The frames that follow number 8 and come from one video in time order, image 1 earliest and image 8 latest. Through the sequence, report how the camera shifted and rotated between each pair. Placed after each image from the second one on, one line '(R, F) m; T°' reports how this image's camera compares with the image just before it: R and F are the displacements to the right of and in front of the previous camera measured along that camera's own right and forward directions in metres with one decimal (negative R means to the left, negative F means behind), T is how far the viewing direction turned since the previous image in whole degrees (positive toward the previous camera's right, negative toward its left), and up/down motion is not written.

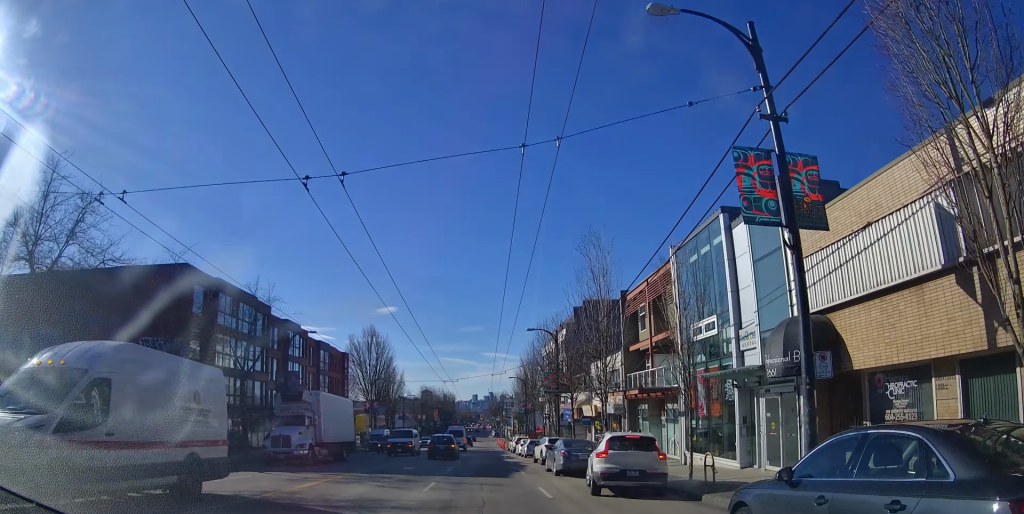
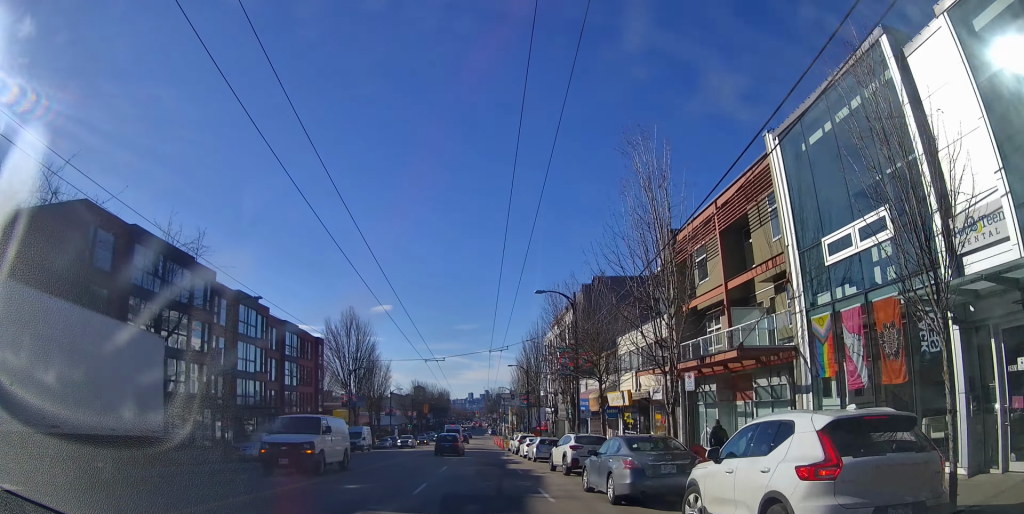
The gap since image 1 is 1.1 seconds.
(+0.1, +10.1) m; -1°
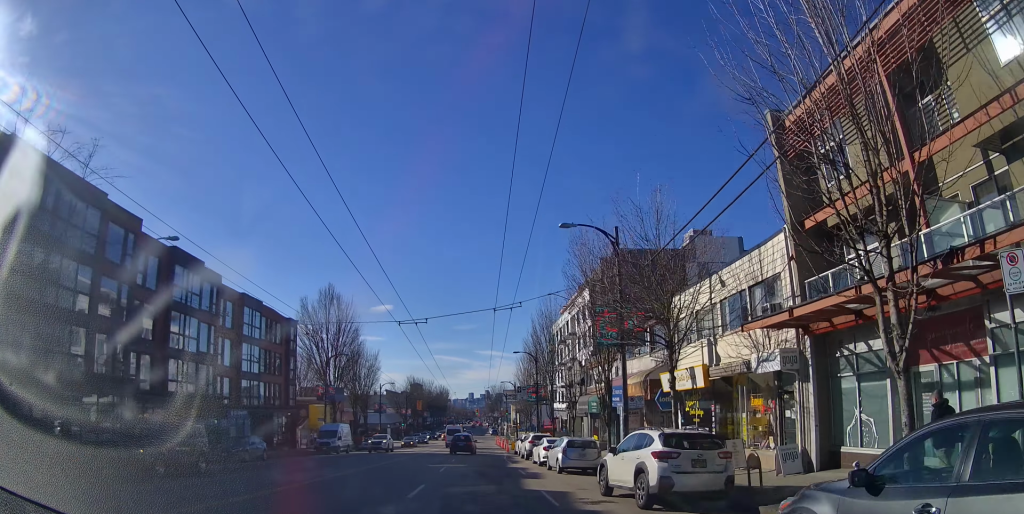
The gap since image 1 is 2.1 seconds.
(-0.3, +10.3) m; -2°
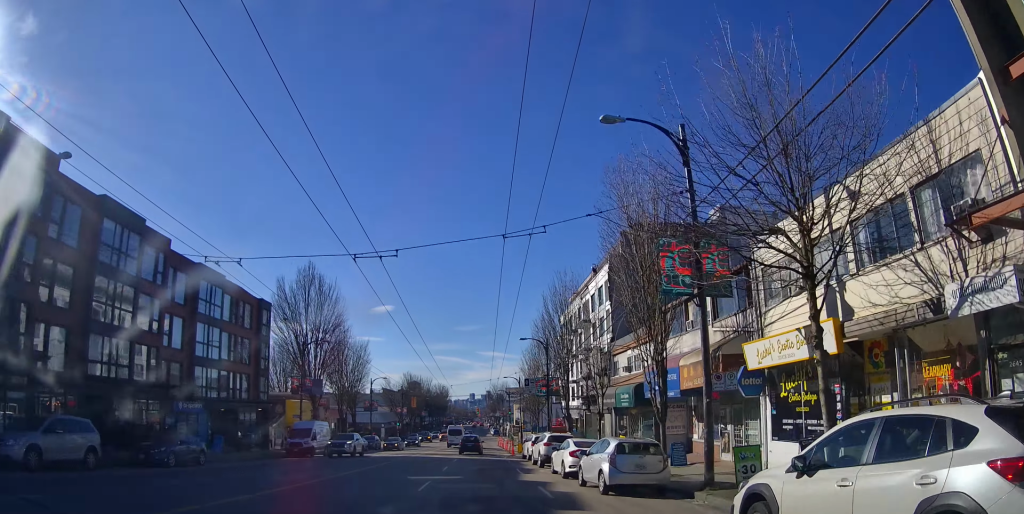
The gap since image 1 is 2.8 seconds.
(0.0, +7.7) m; 0°
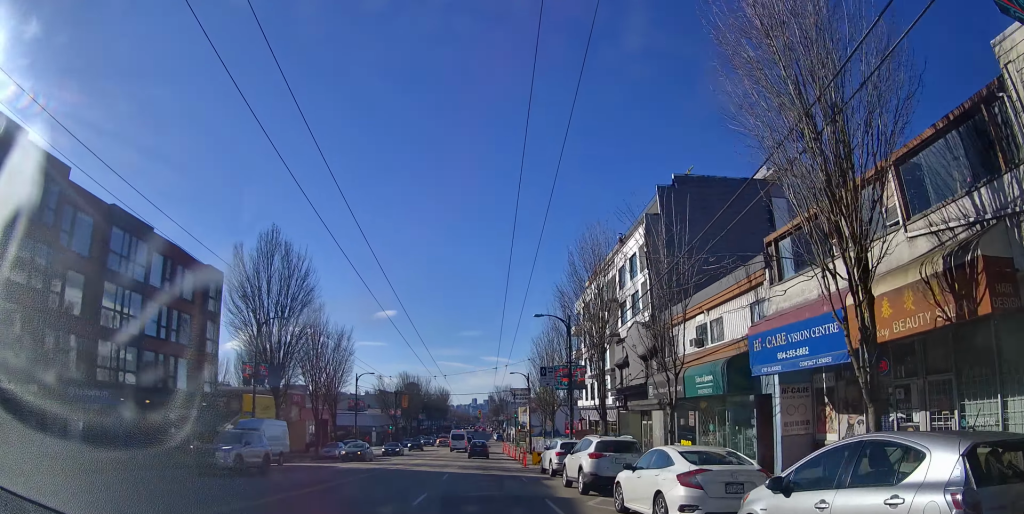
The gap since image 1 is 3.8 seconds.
(0.0, +10.3) m; 0°
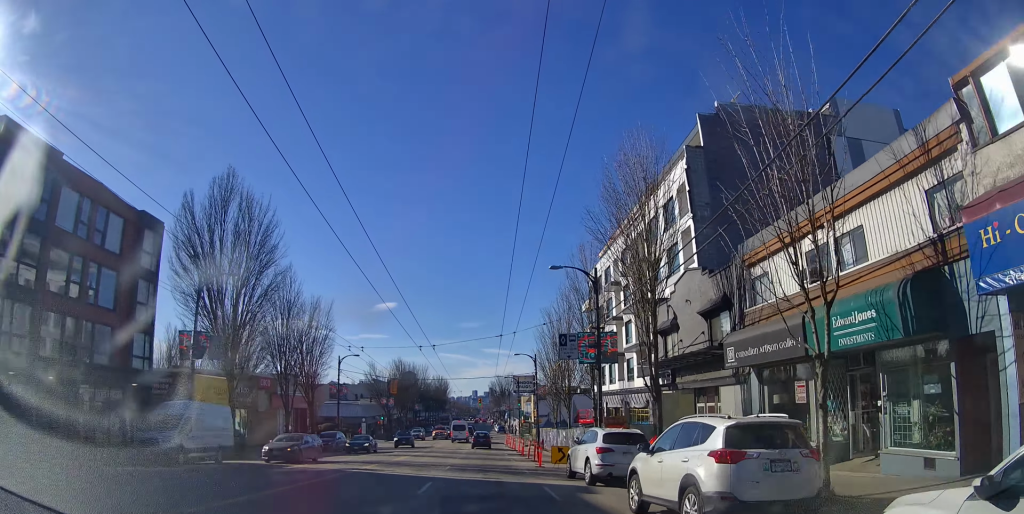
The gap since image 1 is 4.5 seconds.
(0.0, +8.4) m; 0°
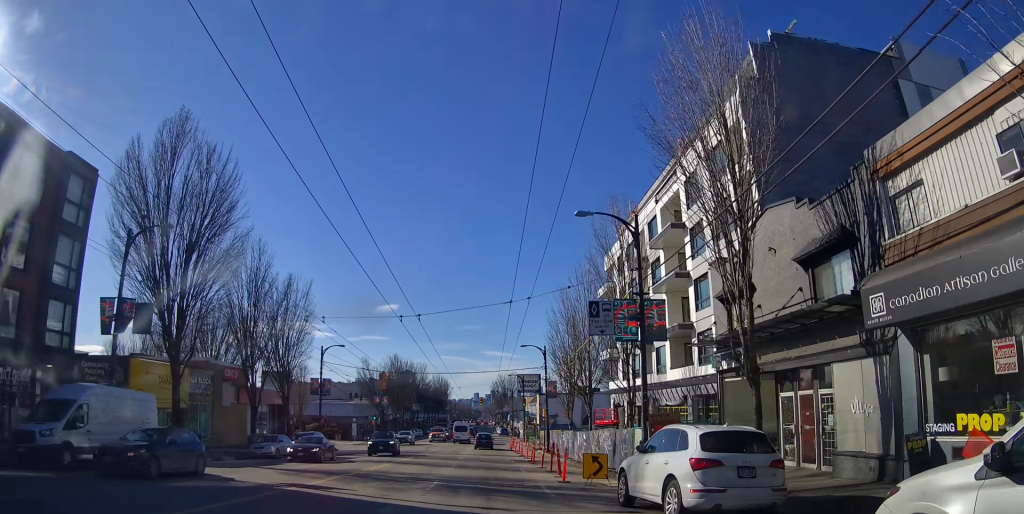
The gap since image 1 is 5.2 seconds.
(0.0, +7.0) m; 0°
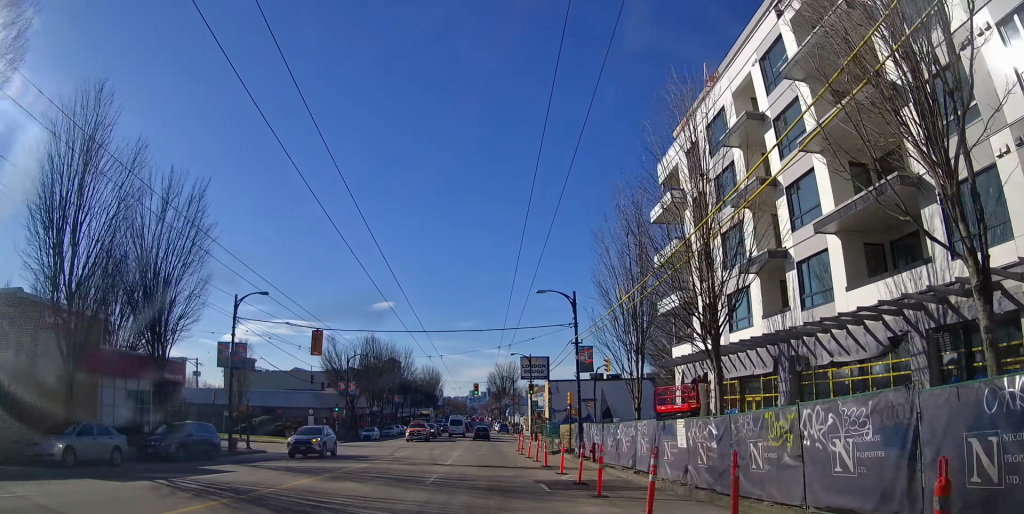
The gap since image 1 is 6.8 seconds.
(0.0, +18.0) m; 0°
